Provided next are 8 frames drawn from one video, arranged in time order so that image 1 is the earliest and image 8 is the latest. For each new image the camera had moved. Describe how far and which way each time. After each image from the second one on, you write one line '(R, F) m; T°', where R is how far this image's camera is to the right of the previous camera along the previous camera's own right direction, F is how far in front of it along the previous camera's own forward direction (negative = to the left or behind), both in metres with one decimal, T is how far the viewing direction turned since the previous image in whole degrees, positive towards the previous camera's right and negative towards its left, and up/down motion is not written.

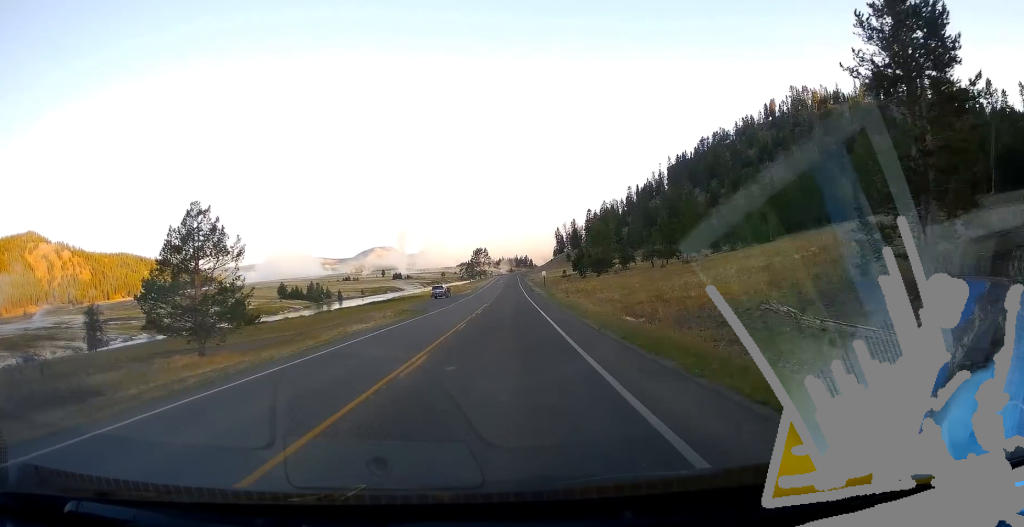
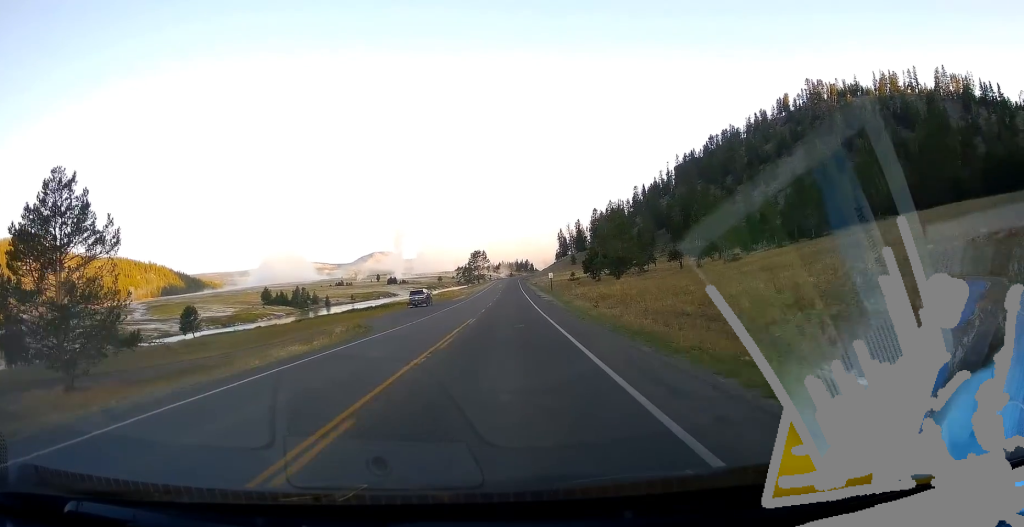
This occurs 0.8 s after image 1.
(-0.4, +19.0) m; -1°
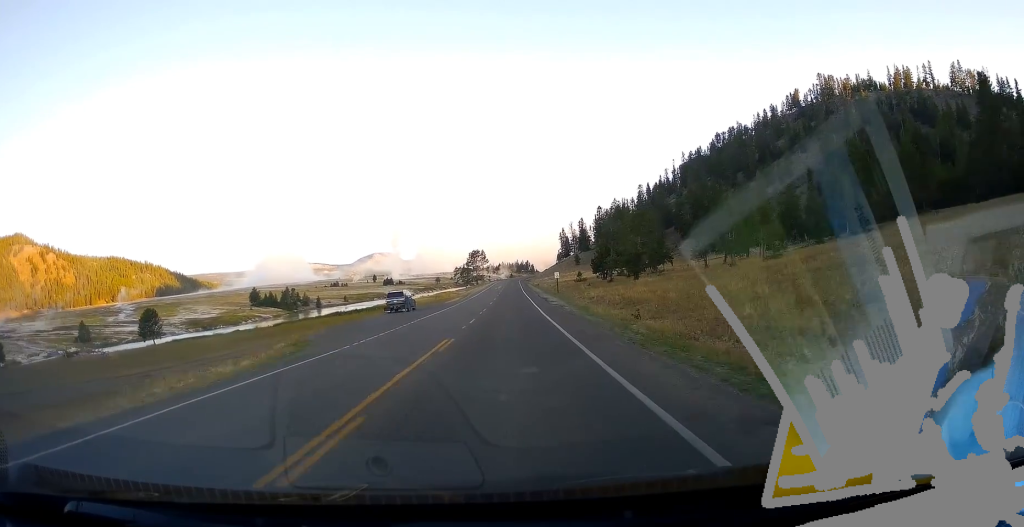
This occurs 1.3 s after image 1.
(-0.1, +12.3) m; -1°
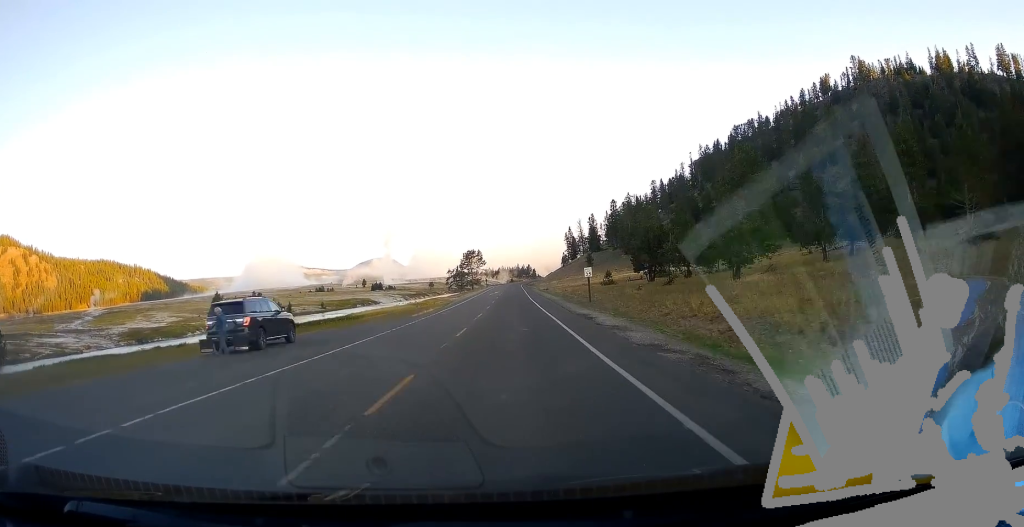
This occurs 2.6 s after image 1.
(0.0, +33.1) m; +1°
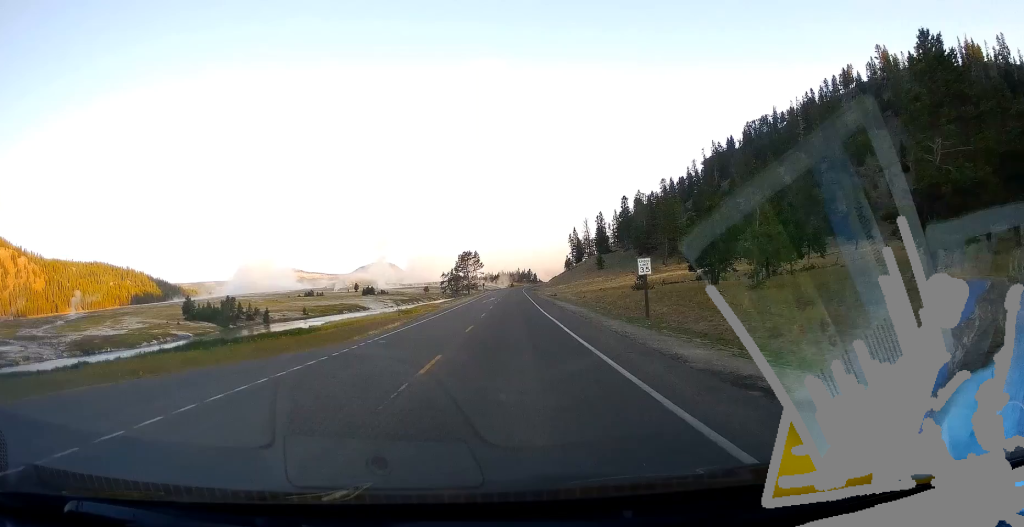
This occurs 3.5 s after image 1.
(+0.4, +21.7) m; 0°
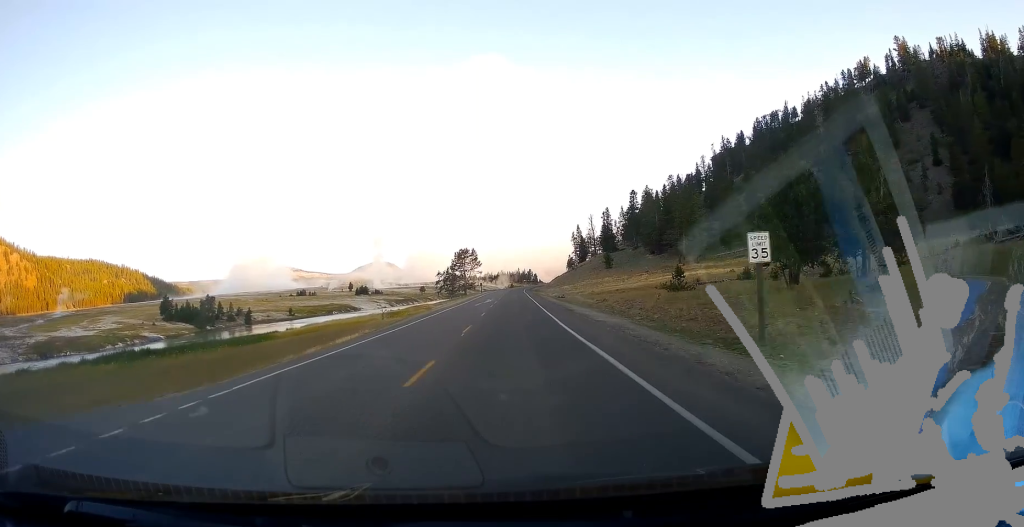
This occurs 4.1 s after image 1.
(+0.5, +12.8) m; -1°
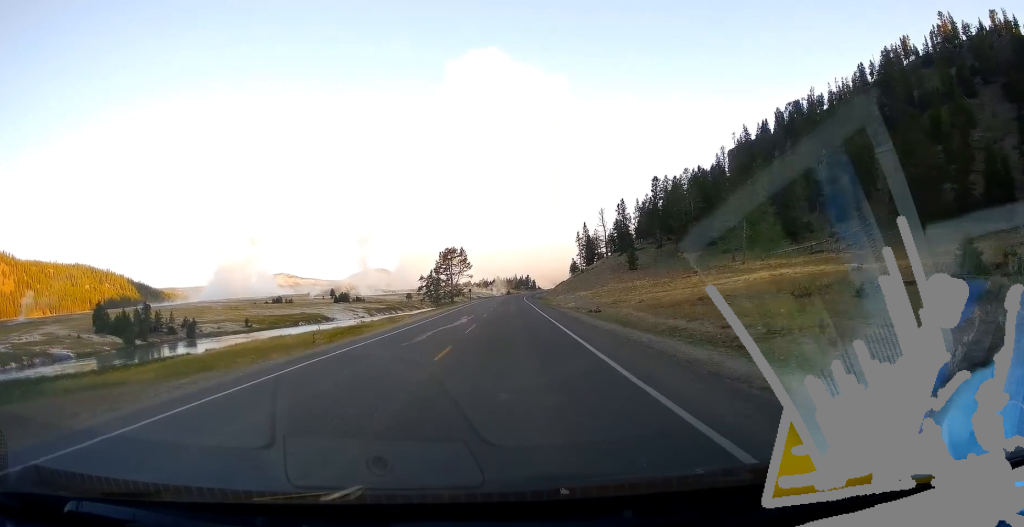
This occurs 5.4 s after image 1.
(-0.9, +32.8) m; 0°
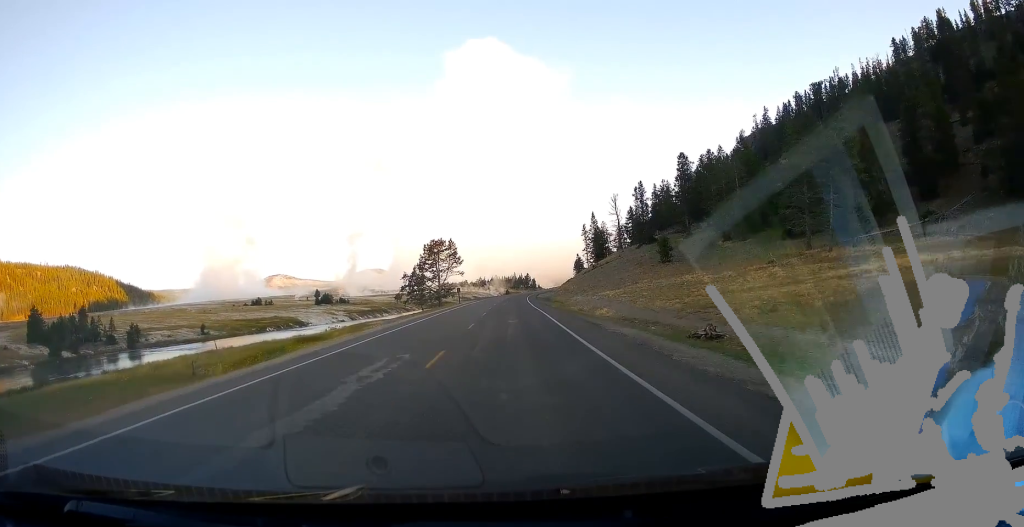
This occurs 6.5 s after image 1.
(+0.8, +26.4) m; +1°
